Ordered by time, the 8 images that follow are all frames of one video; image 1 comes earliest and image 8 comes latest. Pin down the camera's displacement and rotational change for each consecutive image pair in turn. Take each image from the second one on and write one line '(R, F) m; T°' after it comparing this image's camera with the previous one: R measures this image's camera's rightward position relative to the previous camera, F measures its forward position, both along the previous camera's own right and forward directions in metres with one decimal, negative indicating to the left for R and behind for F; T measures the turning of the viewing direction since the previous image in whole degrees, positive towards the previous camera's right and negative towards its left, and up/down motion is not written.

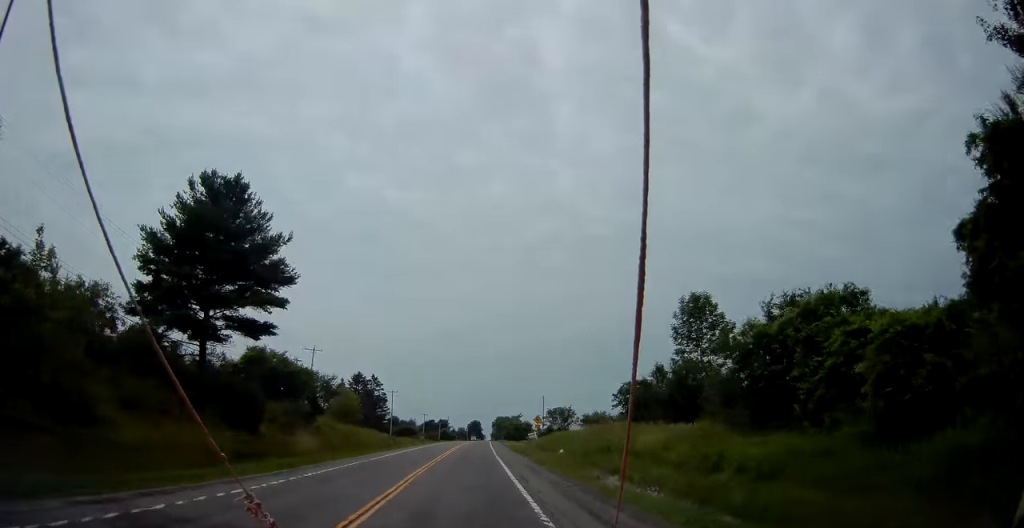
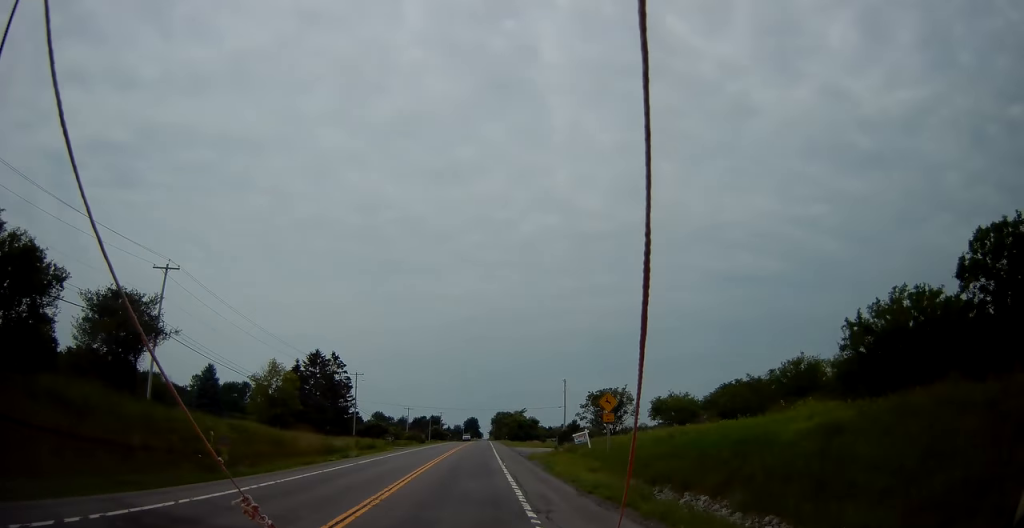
(0.0, +36.8) m; 0°
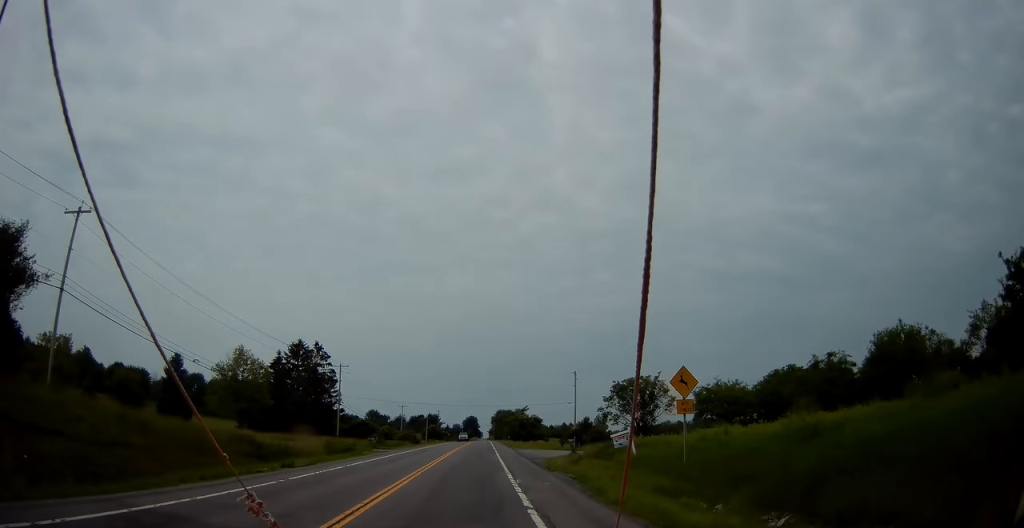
(0.0, +10.9) m; 0°
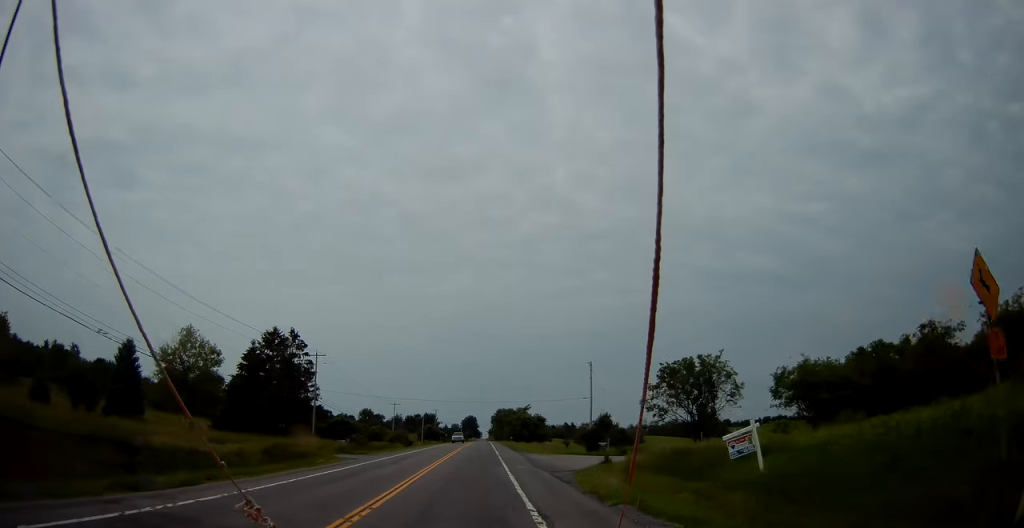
(0.0, +12.7) m; 0°
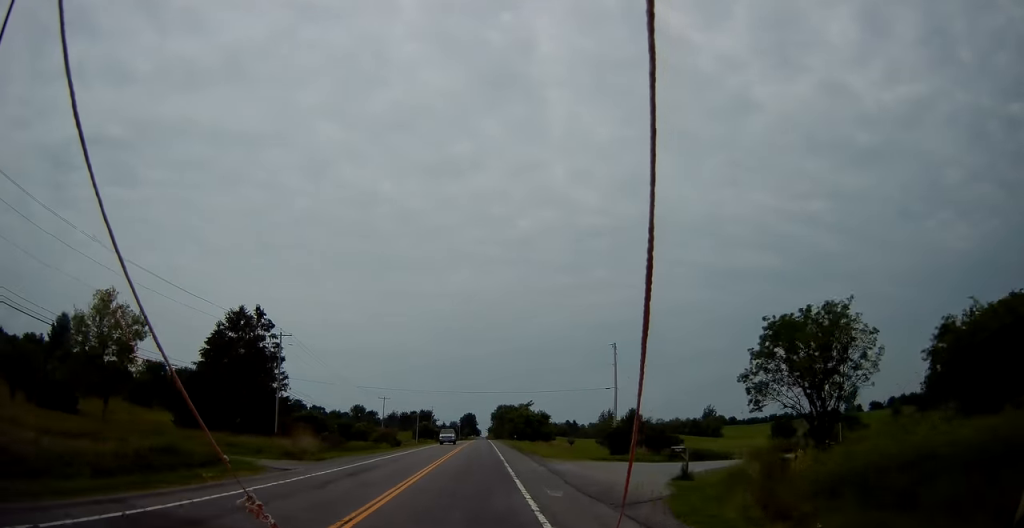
(0.0, +13.6) m; 0°
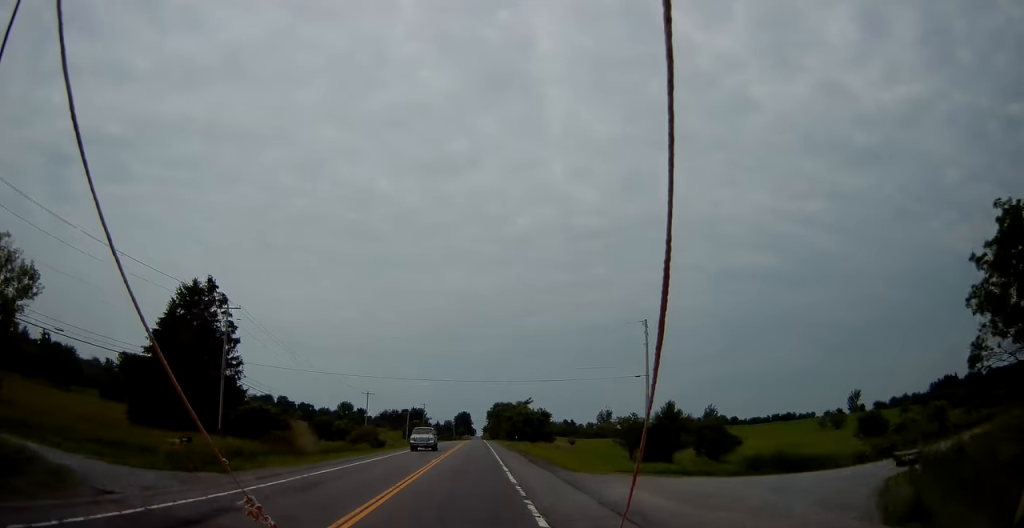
(0.0, +12.9) m; 0°
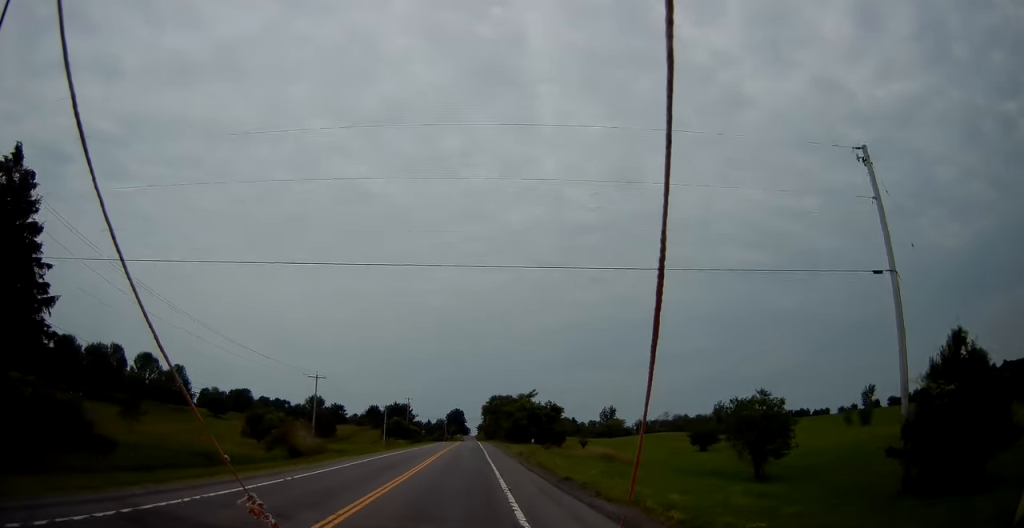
(0.0, +31.0) m; +1°
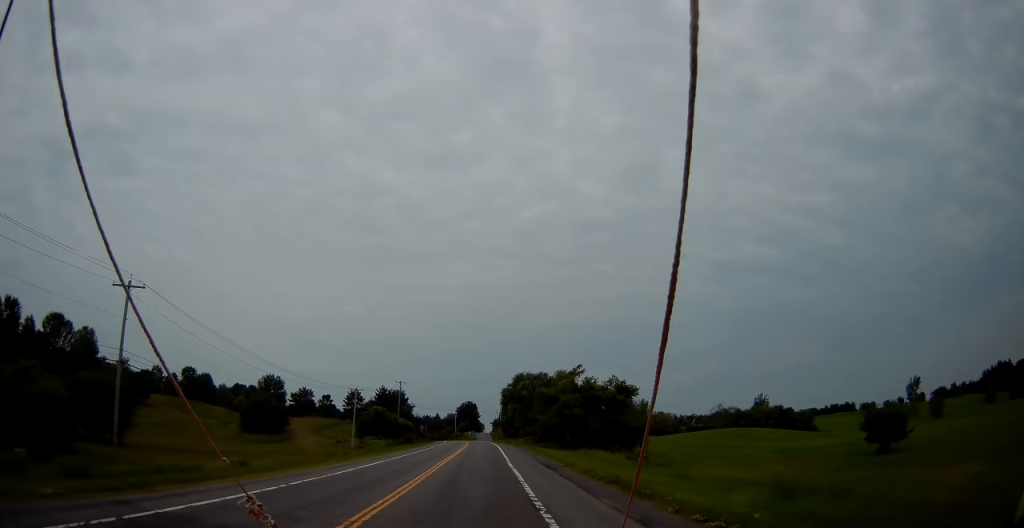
(0.0, +47.2) m; -1°
